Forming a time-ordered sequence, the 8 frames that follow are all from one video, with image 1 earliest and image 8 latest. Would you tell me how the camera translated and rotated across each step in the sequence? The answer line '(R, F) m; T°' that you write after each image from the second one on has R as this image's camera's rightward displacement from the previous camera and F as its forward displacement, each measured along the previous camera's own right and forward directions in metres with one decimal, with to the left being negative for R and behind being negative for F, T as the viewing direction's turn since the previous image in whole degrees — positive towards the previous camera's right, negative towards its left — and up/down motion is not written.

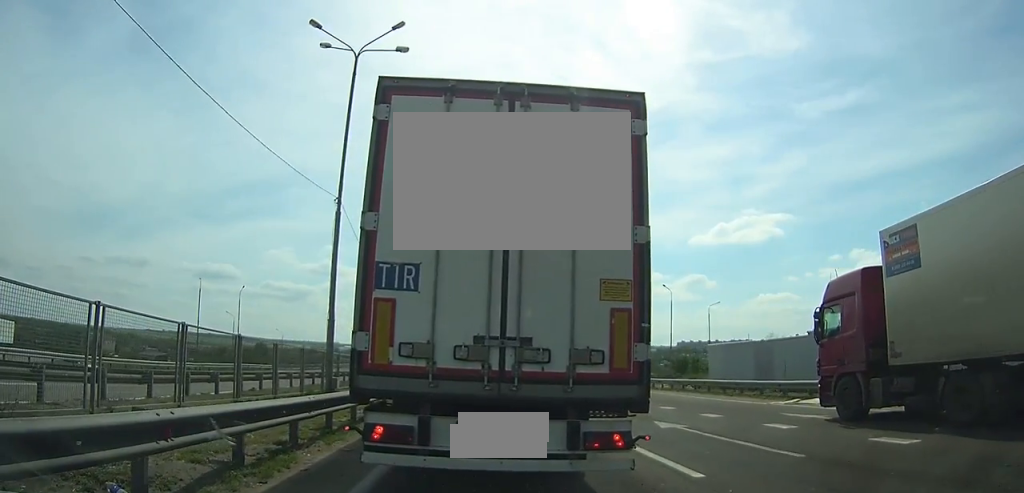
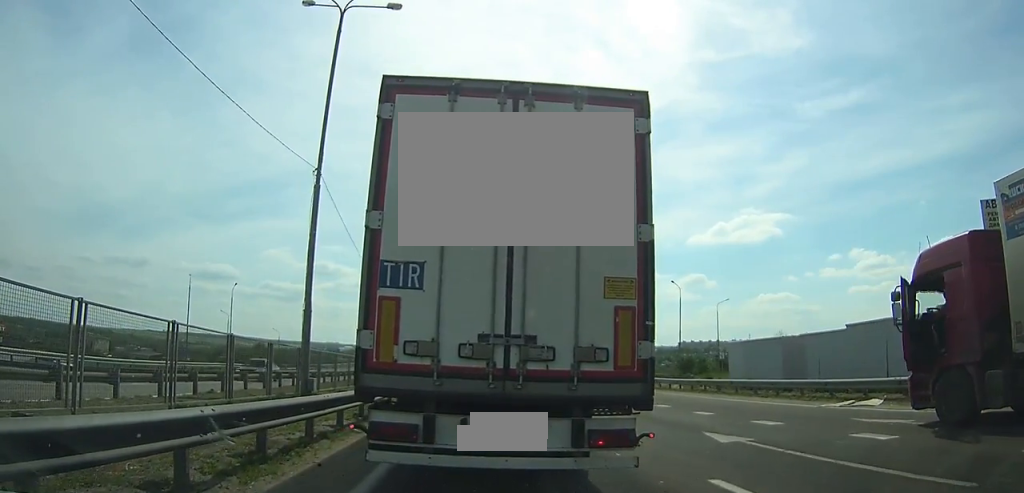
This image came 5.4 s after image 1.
(+0.1, +5.1) m; +5°
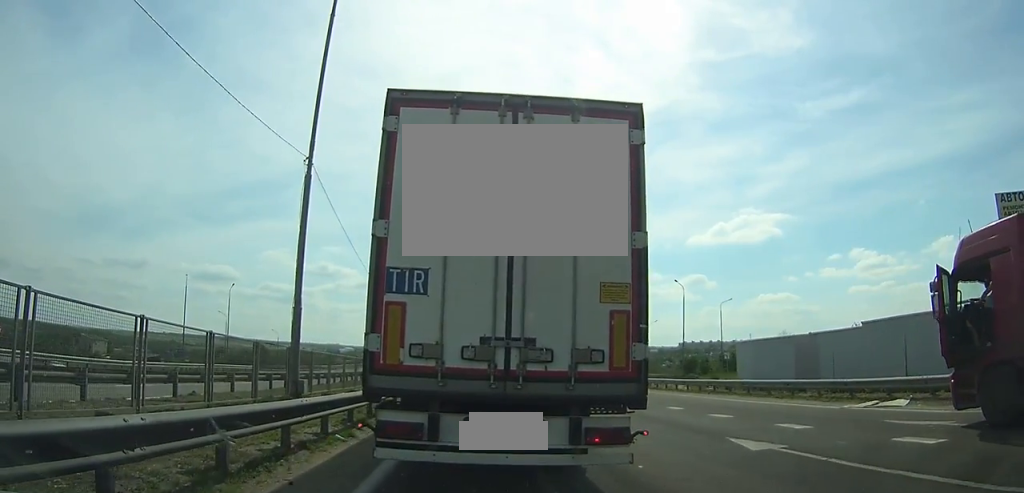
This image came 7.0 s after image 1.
(0.0, +1.6) m; +3°
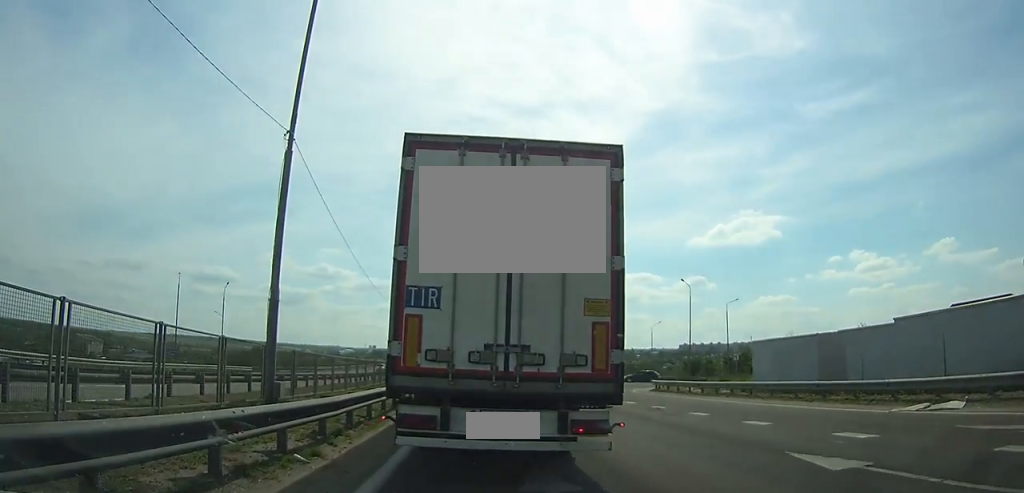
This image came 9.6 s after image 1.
(+0.2, +3.1) m; -1°
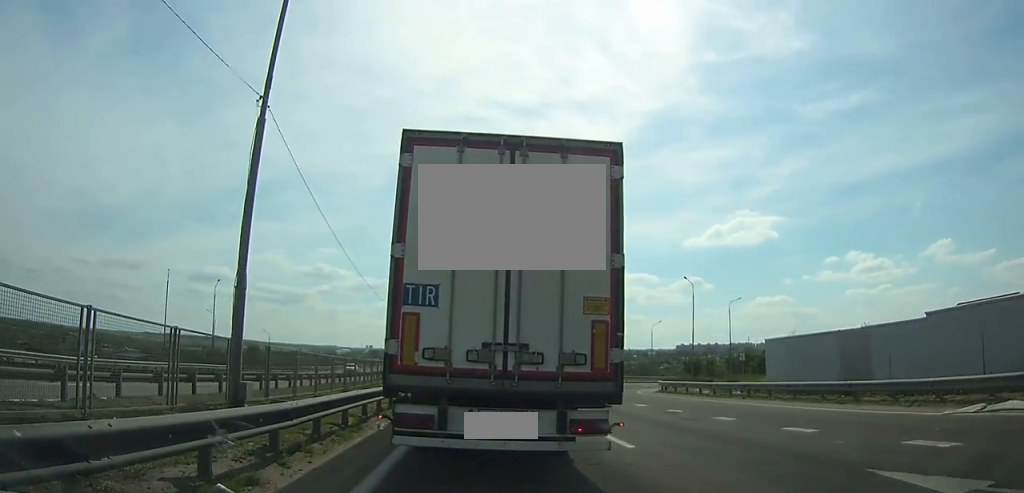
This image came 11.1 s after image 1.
(0.0, +2.0) m; -3°
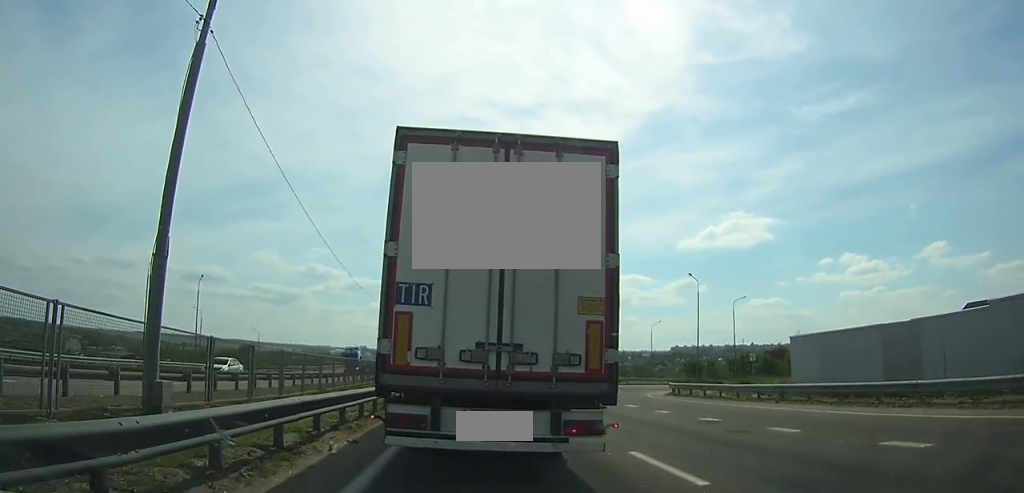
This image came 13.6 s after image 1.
(-0.2, +3.5) m; -5°
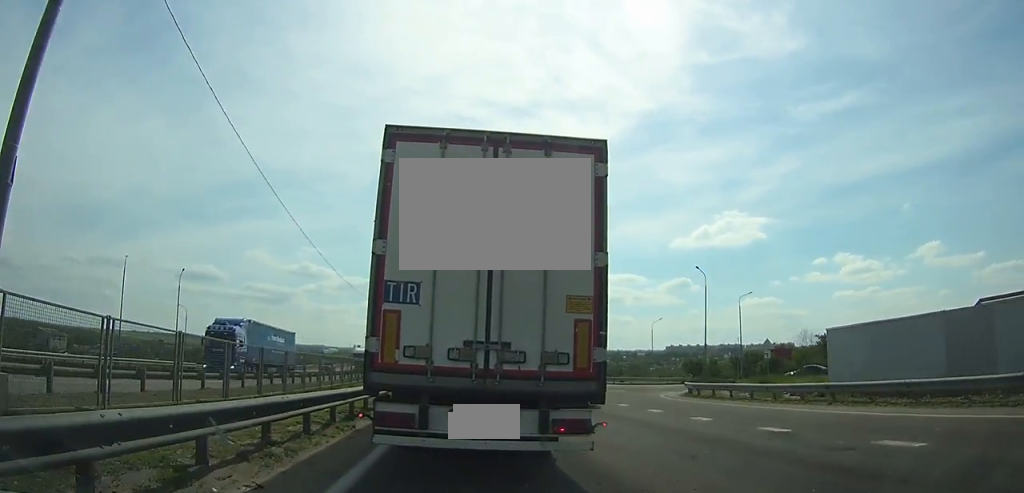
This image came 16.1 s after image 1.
(-0.2, +3.9) m; -2°
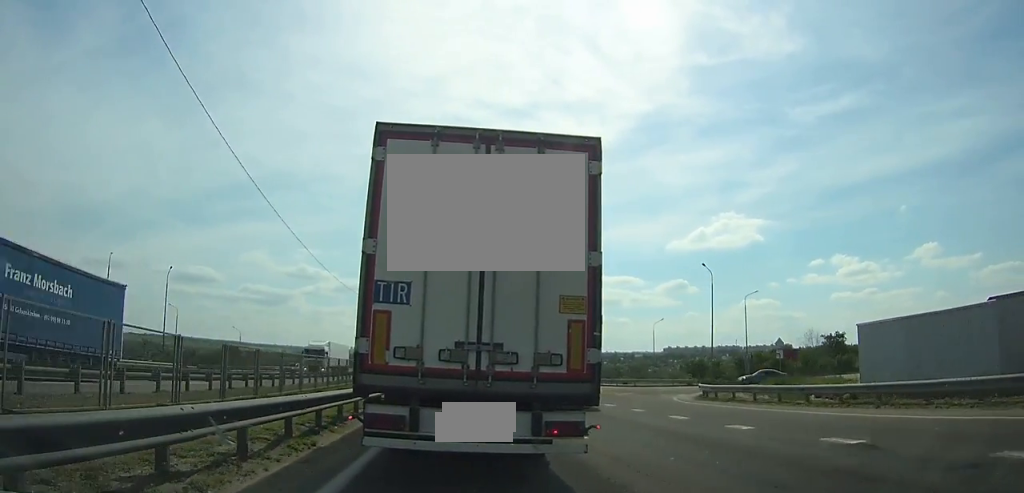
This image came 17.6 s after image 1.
(0.0, +2.5) m; 0°
